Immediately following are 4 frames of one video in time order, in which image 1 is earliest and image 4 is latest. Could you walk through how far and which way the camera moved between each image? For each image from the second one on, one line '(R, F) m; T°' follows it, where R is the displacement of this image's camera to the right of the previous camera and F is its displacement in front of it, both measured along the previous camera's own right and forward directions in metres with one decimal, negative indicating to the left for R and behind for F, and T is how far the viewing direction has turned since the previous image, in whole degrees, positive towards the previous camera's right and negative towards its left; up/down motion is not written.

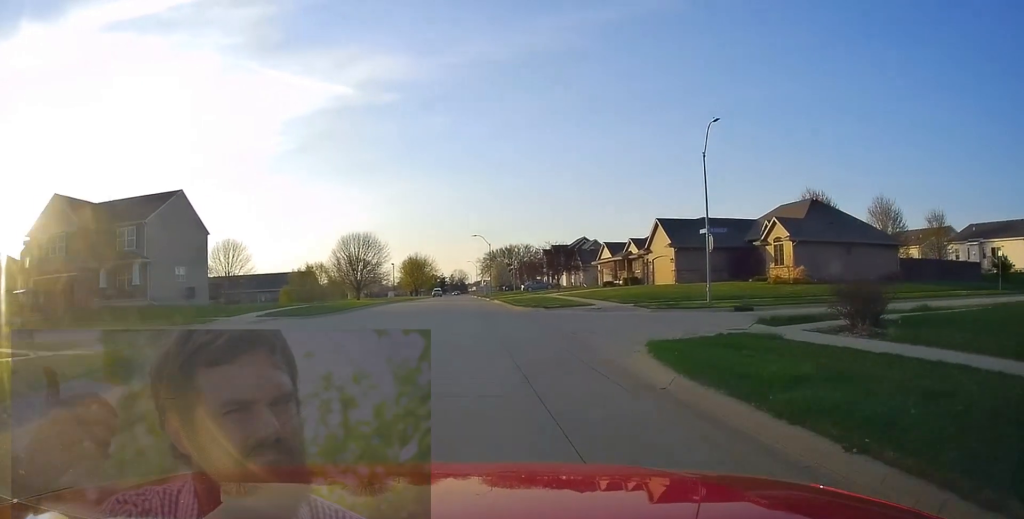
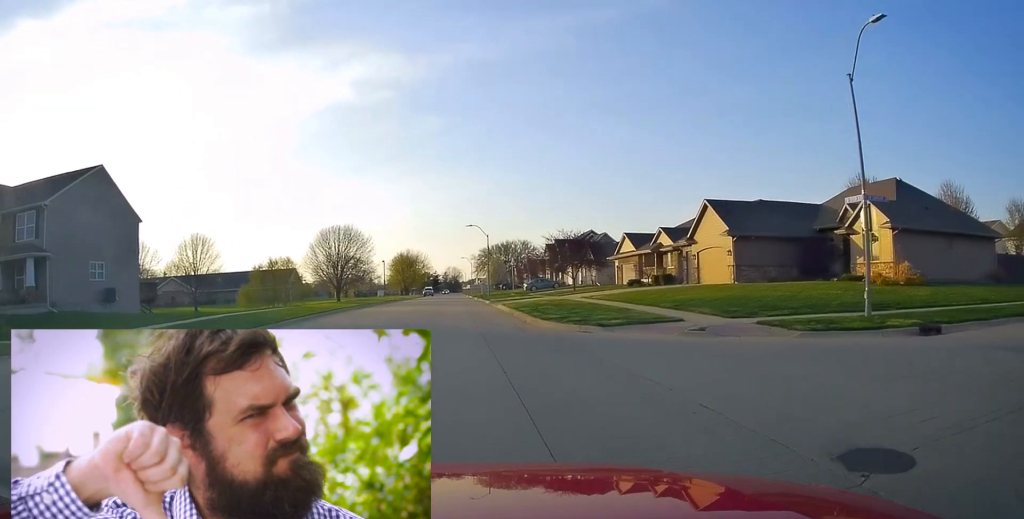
(-0.1, +11.7) m; -1°
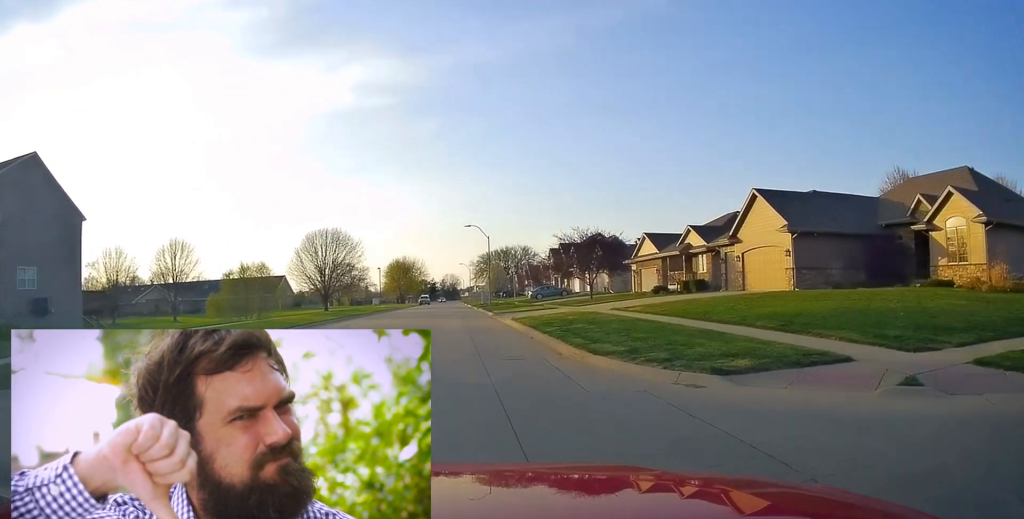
(-0.1, +7.3) m; 0°
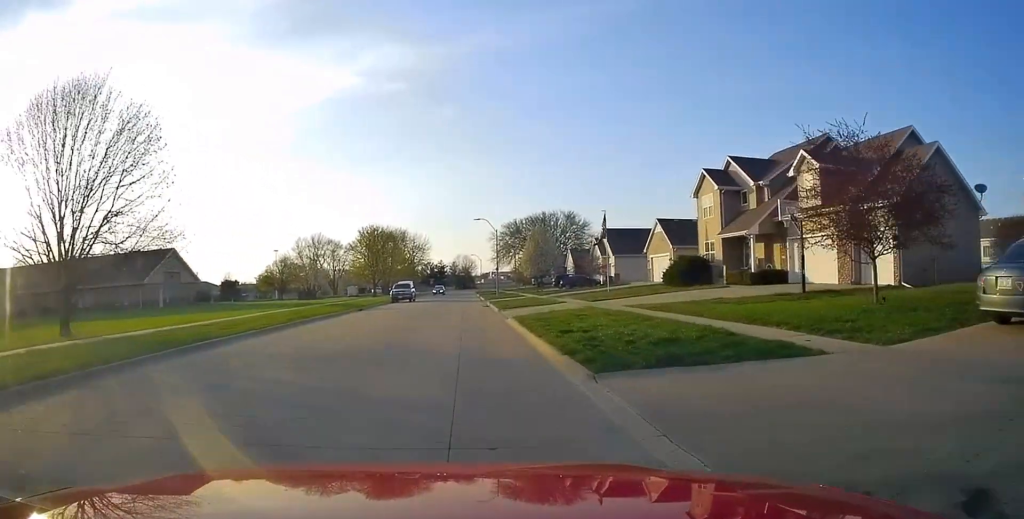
(0.0, +60.2) m; +2°
